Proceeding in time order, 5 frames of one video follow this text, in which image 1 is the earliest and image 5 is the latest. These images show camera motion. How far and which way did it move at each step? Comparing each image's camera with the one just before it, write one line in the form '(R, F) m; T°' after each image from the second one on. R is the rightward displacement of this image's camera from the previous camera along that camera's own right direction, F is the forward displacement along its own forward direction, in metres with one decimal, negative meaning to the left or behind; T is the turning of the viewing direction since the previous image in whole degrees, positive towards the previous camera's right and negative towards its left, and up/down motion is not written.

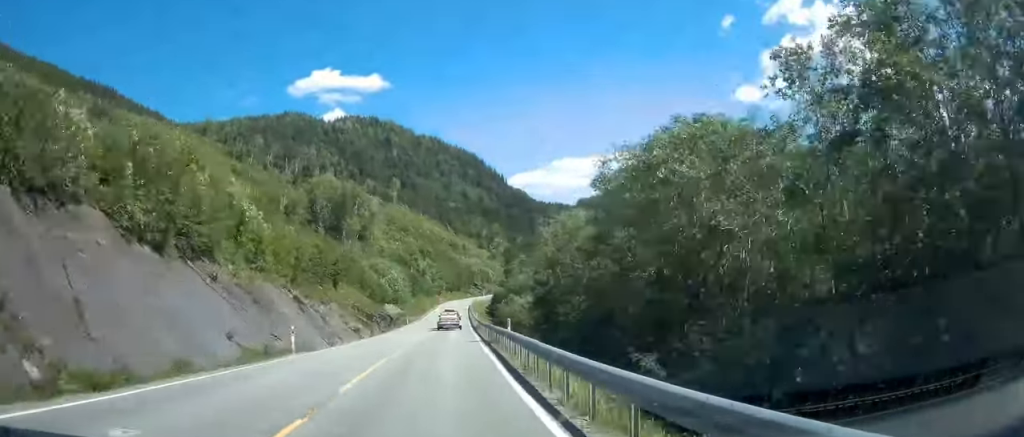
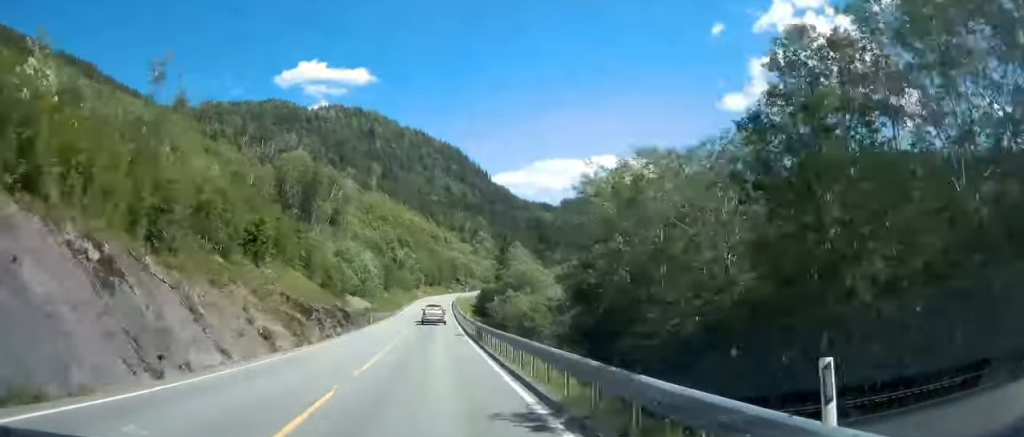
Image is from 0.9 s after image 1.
(+0.9, +21.2) m; +3°
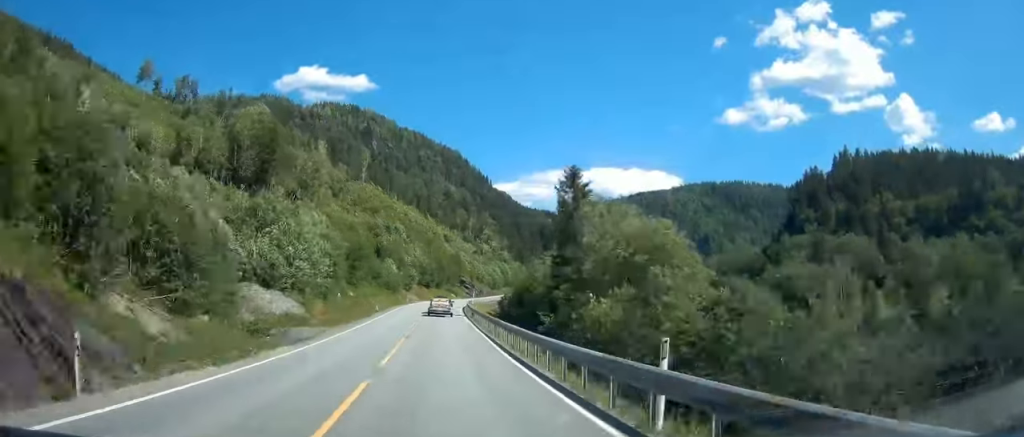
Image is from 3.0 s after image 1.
(+2.1, +46.7) m; +3°
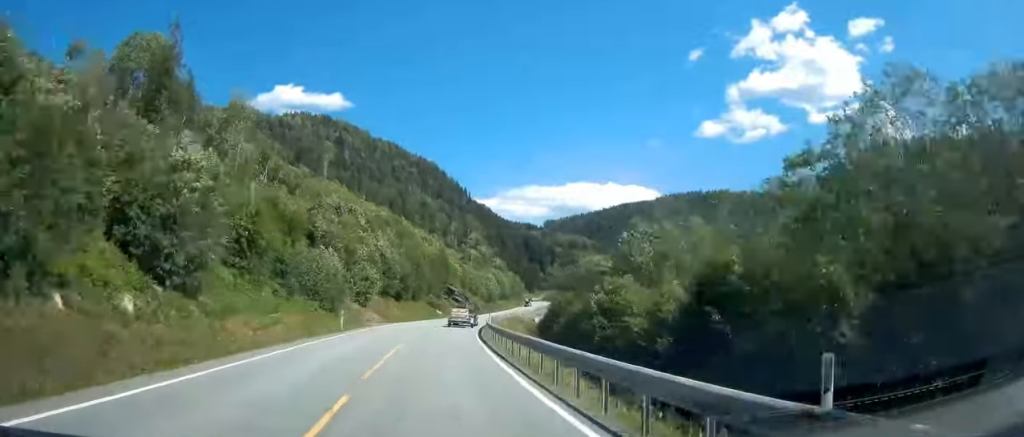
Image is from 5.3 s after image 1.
(+0.1, +52.5) m; +1°
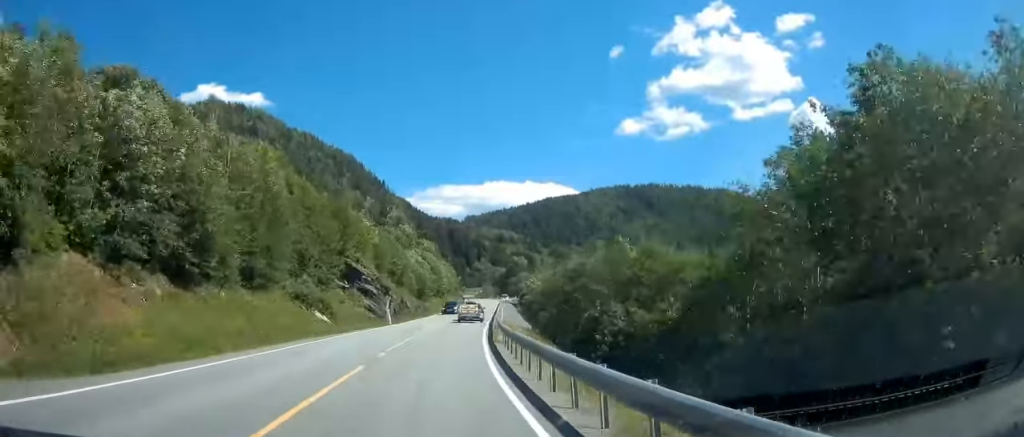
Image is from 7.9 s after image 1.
(+1.6, +58.2) m; +4°
